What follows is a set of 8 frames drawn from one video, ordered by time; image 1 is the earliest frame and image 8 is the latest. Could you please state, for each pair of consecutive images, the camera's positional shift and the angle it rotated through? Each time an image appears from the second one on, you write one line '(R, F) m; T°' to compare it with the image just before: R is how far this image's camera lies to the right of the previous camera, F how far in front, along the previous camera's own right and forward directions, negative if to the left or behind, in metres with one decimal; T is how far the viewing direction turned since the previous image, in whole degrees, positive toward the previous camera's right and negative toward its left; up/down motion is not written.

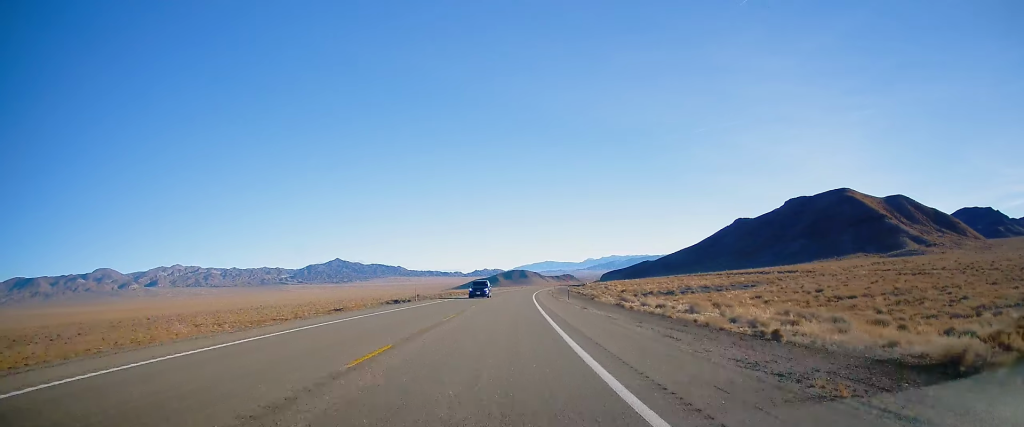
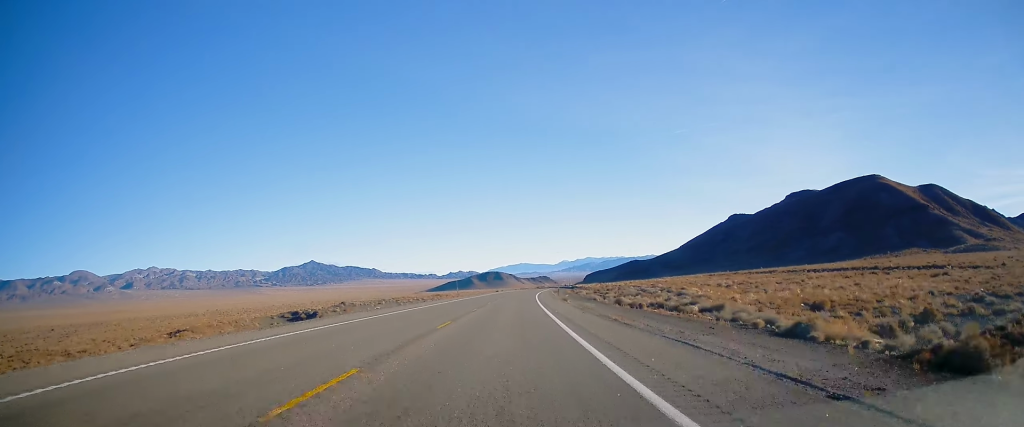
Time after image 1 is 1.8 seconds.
(+1.7, +62.6) m; +4°
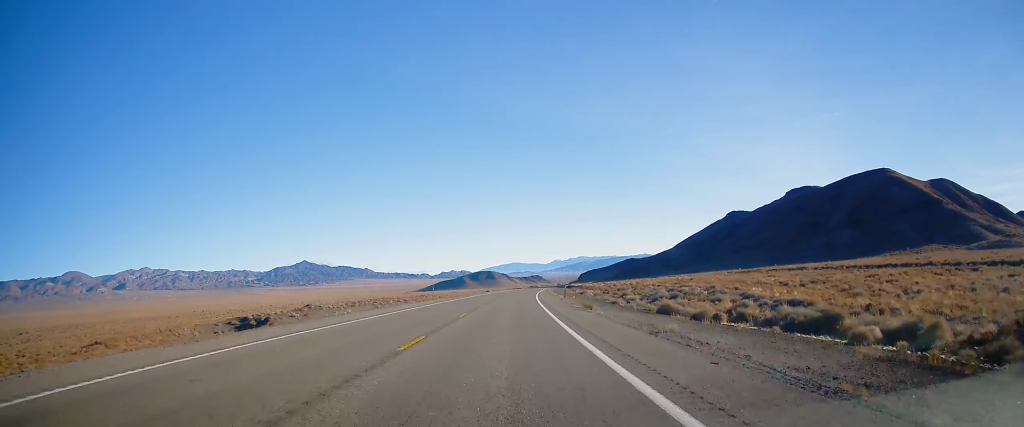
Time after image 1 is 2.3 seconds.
(+0.2, +17.9) m; +1°
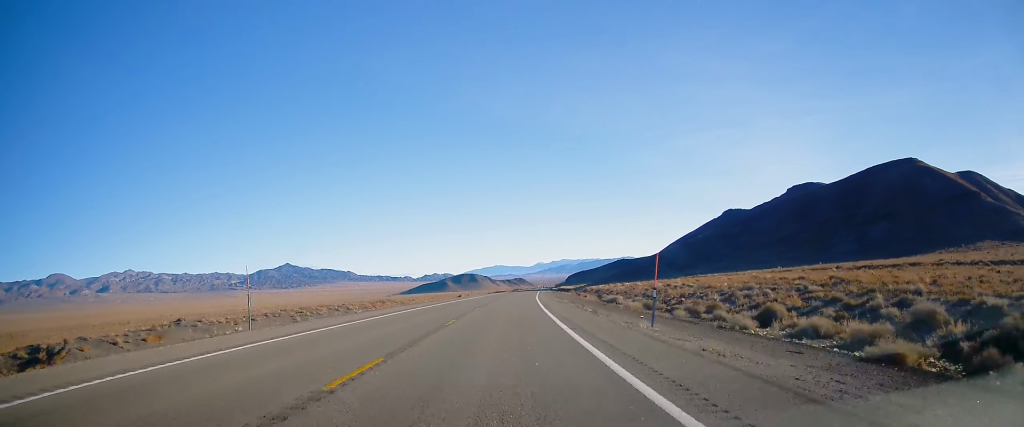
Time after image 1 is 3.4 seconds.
(+0.4, +40.8) m; +1°
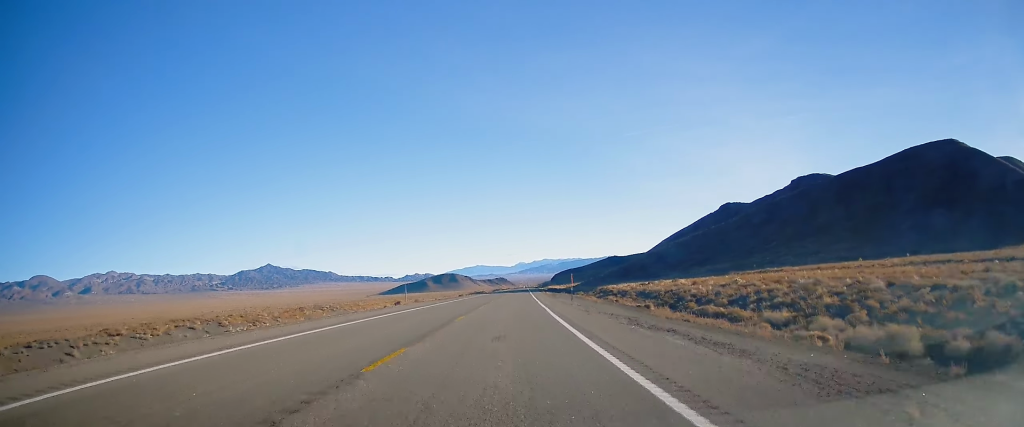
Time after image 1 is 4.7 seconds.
(+0.7, +47.1) m; +2°
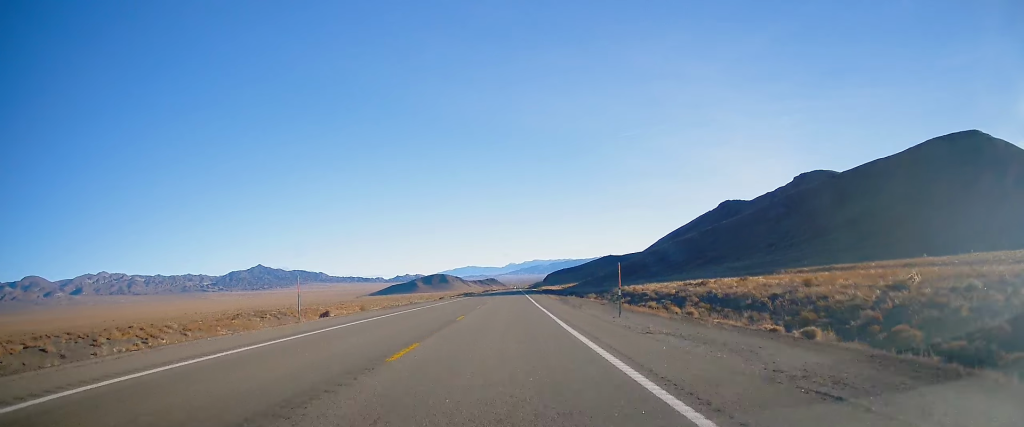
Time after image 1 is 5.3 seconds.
(+0.1, +23.0) m; 0°
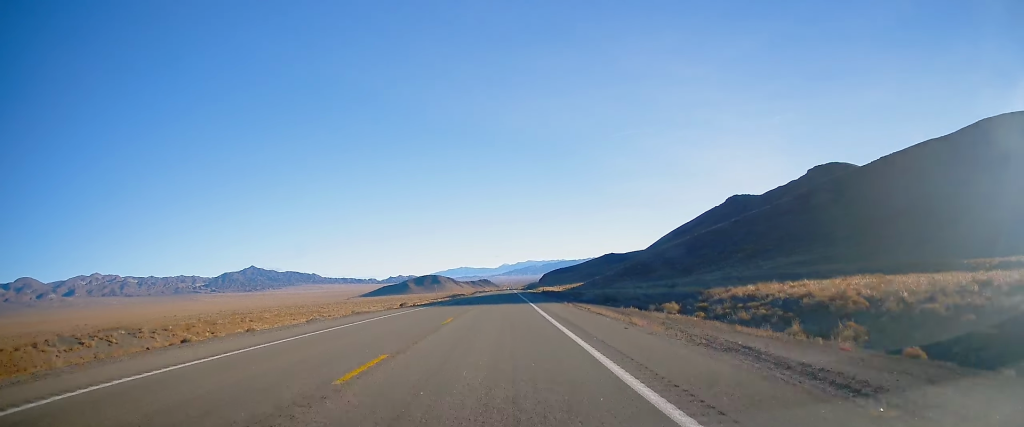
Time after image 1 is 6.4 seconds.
(+0.2, +38.8) m; +1°
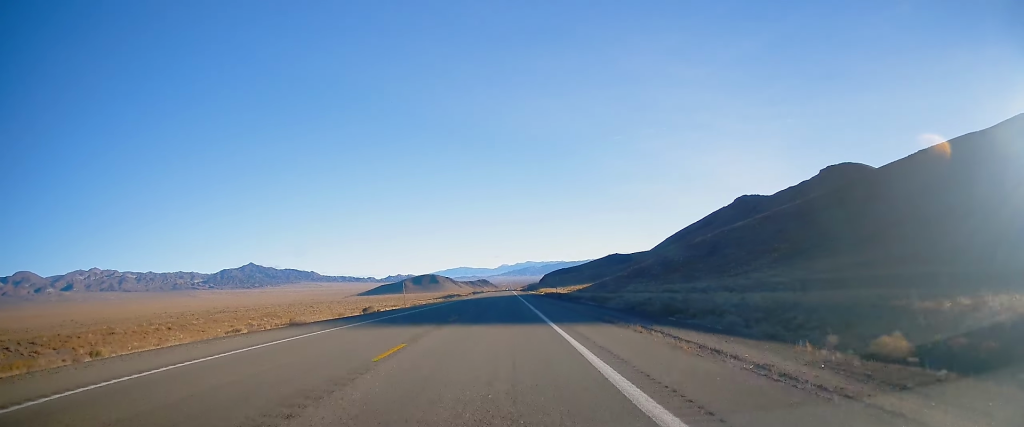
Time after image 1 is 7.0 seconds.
(+0.1, +21.9) m; 0°
